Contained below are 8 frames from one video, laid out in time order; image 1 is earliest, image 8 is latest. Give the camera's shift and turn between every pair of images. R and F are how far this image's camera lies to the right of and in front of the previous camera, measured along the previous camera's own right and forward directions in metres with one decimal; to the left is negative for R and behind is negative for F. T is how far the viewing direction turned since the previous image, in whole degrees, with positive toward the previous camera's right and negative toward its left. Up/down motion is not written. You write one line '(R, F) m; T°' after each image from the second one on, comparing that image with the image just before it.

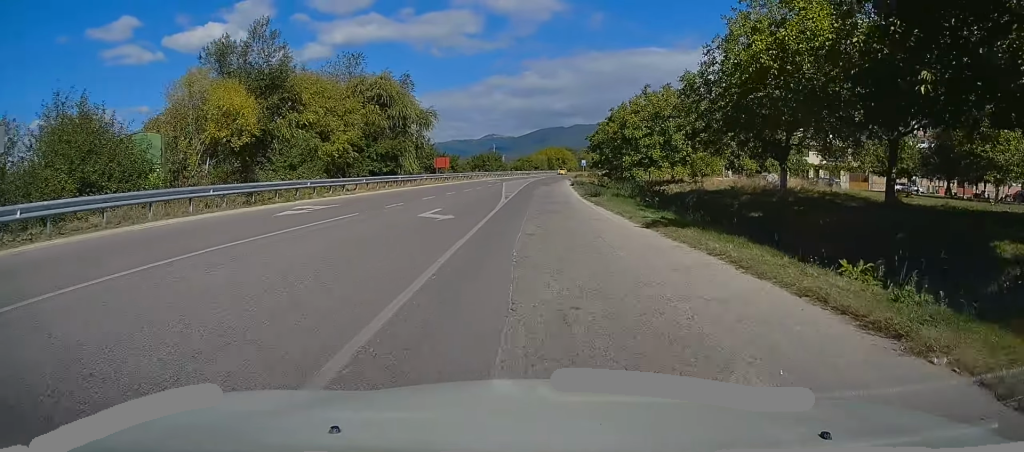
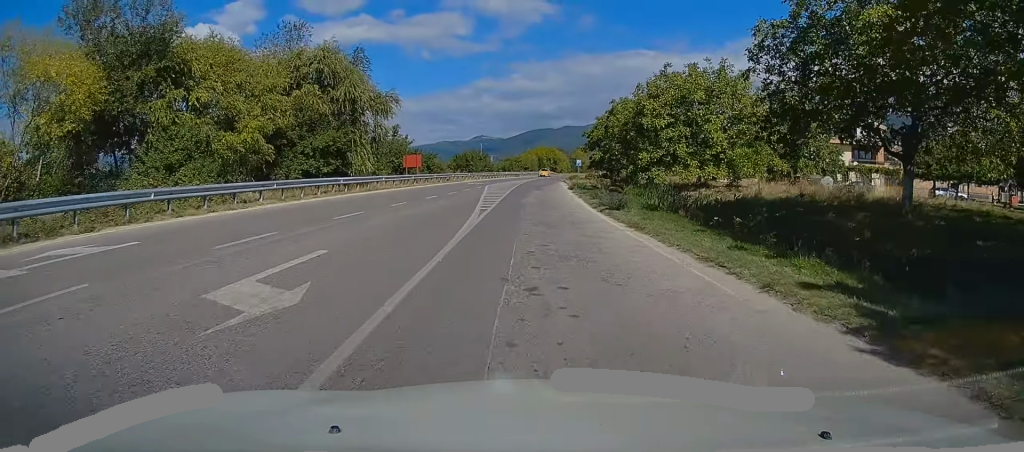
(+0.1, +11.4) m; +1°
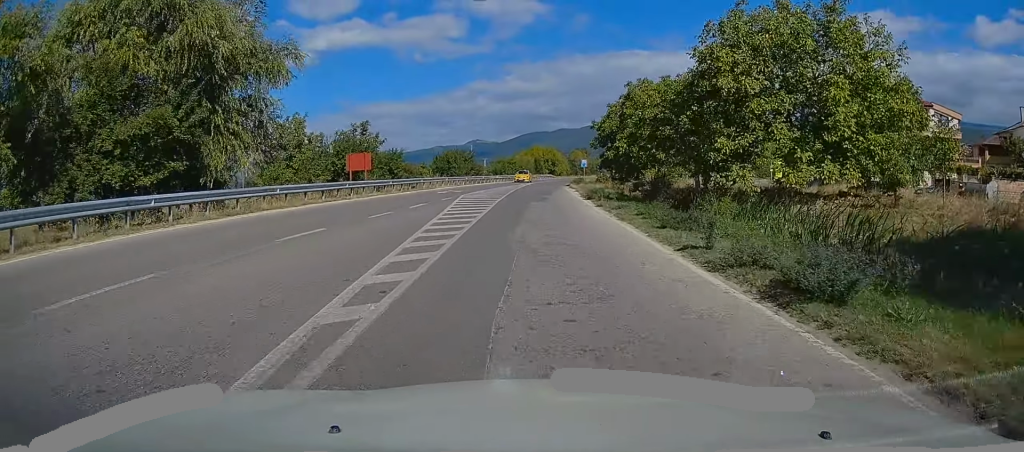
(+0.3, +16.3) m; +1°
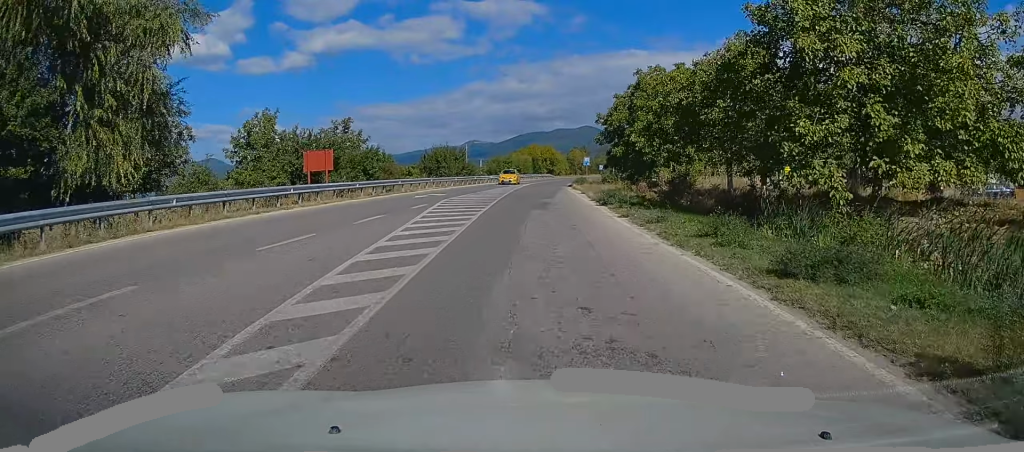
(0.0, +7.2) m; 0°
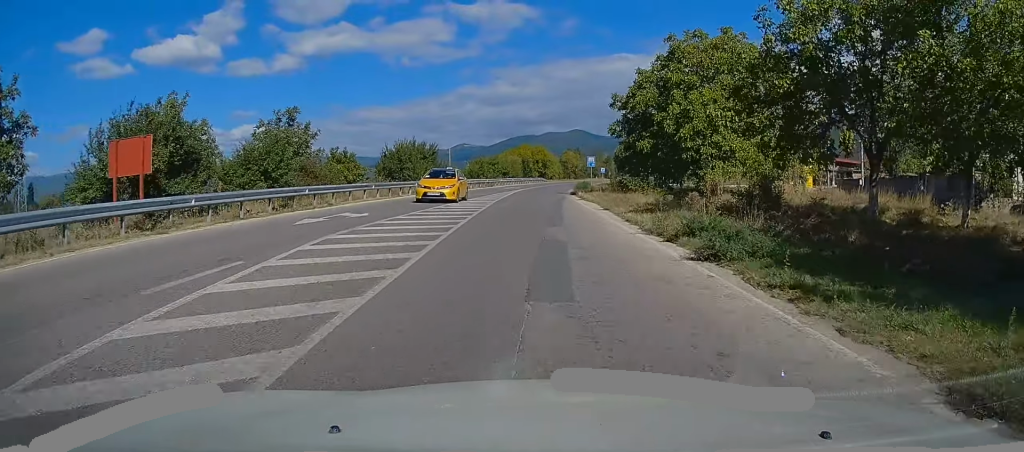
(+0.1, +15.5) m; +1°
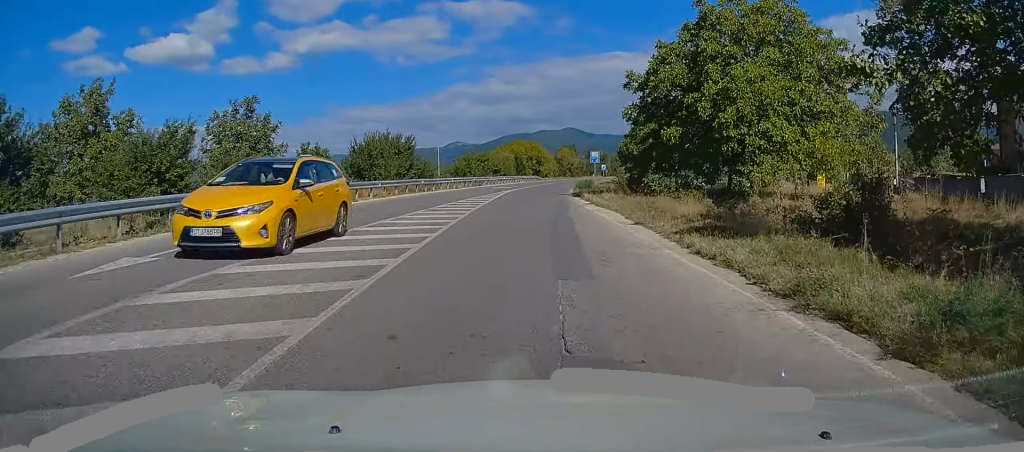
(0.0, +8.3) m; 0°
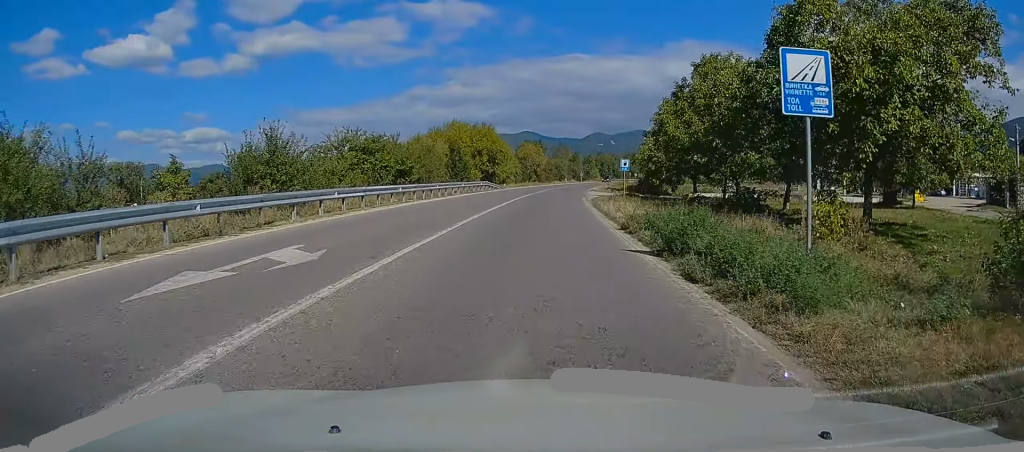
(+1.0, +42.7) m; +4°
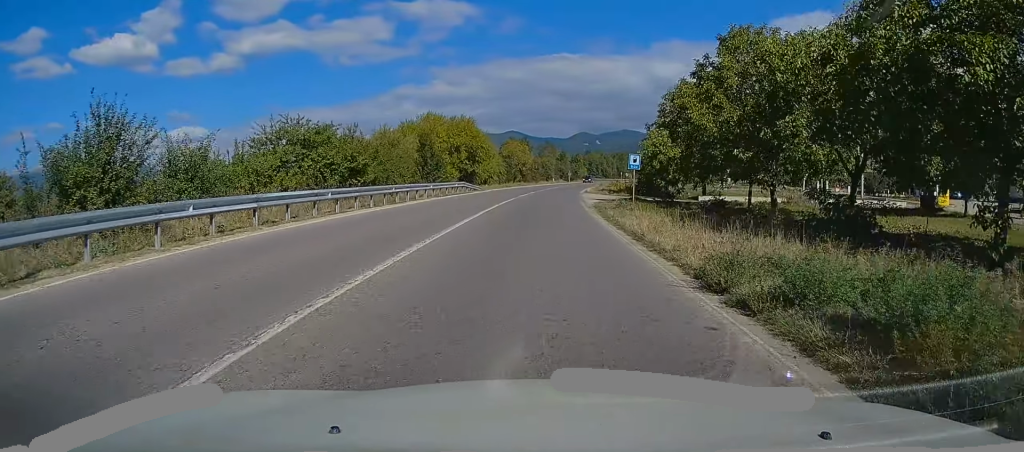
(+0.1, +8.3) m; +1°
